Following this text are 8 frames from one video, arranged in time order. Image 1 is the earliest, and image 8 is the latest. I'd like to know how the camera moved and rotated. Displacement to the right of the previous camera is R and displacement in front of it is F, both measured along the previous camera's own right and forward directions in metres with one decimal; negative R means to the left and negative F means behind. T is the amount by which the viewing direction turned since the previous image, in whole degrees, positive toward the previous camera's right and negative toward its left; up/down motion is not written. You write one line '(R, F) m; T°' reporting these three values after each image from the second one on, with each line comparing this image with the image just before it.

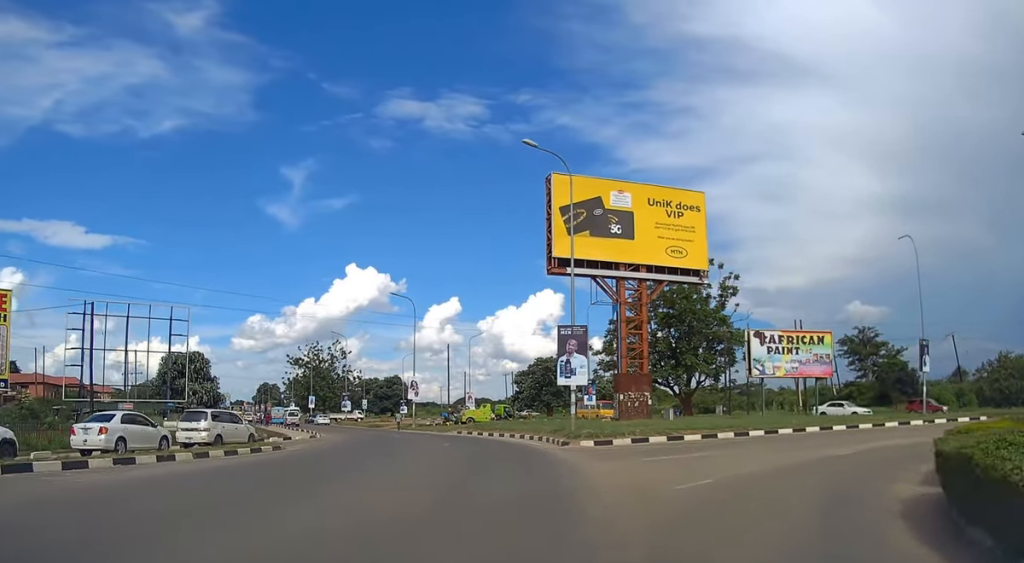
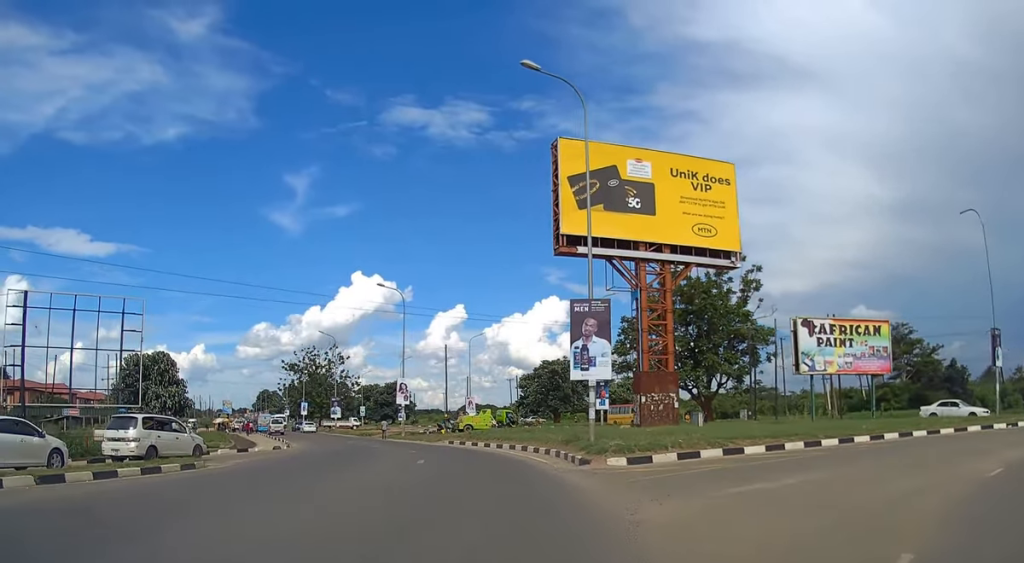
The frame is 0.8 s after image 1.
(+0.4, +7.4) m; +5°
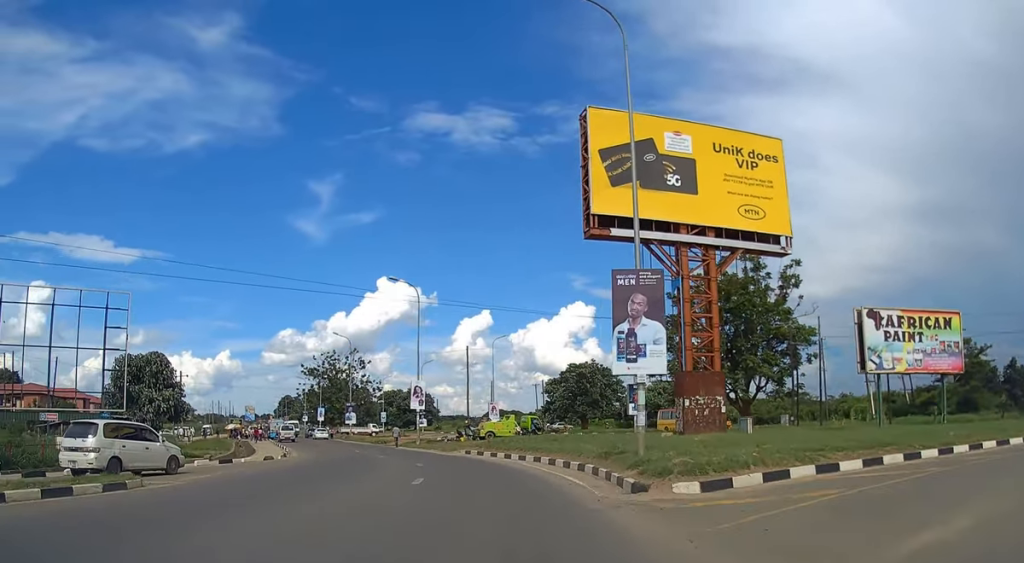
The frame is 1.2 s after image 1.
(+0.2, +5.0) m; +2°
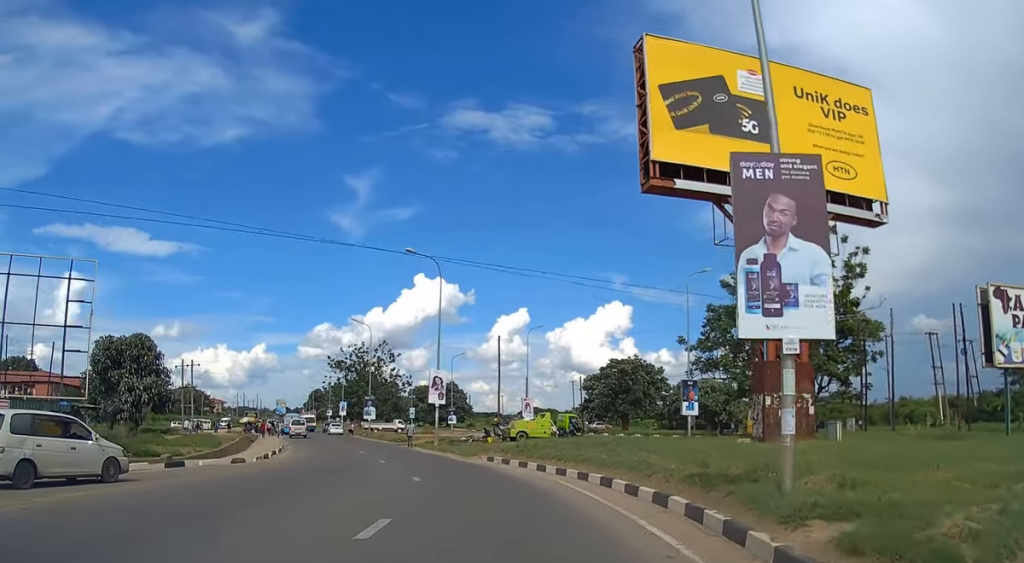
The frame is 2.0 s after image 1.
(0.0, +7.8) m; -1°
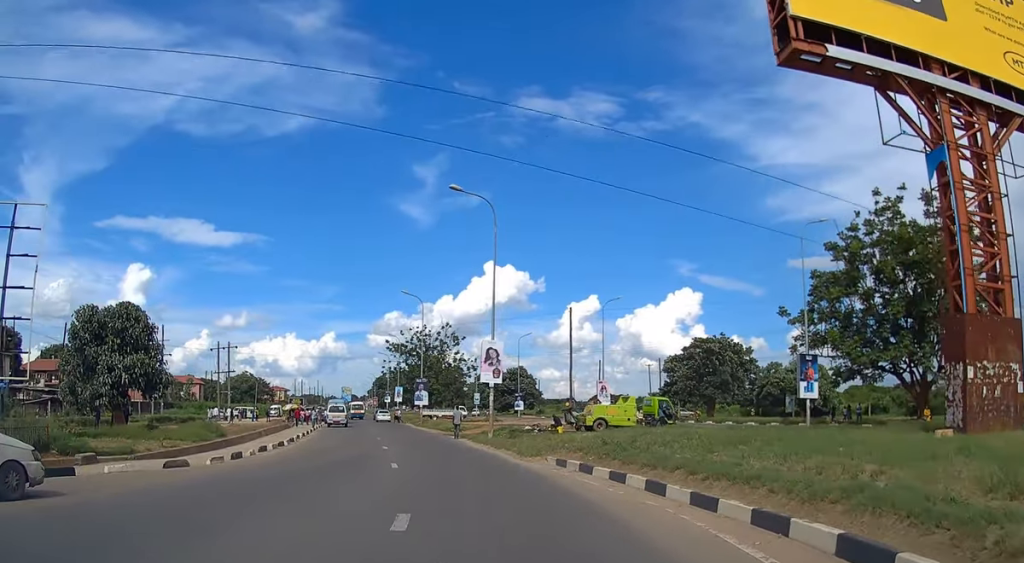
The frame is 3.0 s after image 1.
(-0.2, +10.4) m; -4°
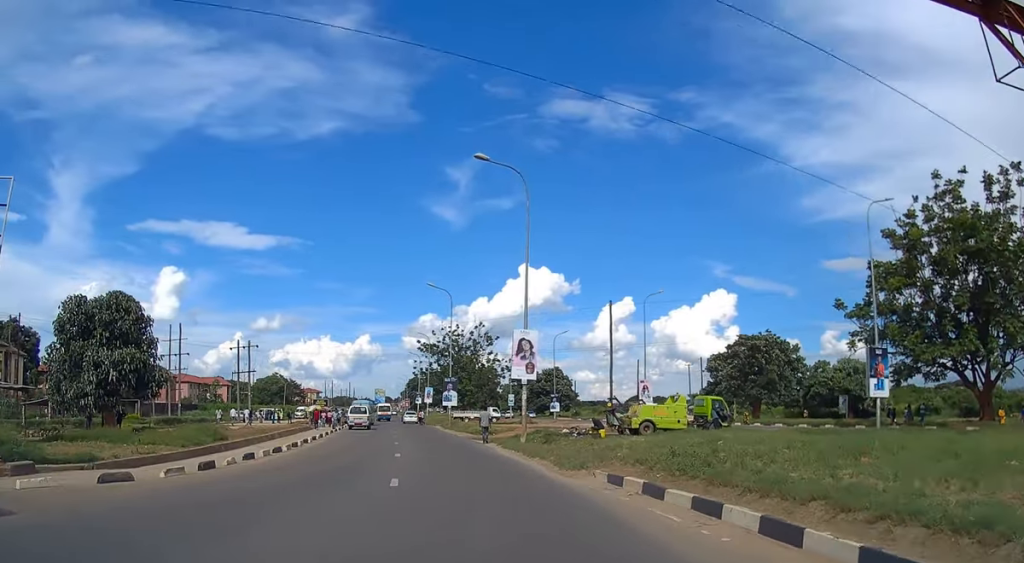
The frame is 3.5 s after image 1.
(0.0, +4.6) m; -2°
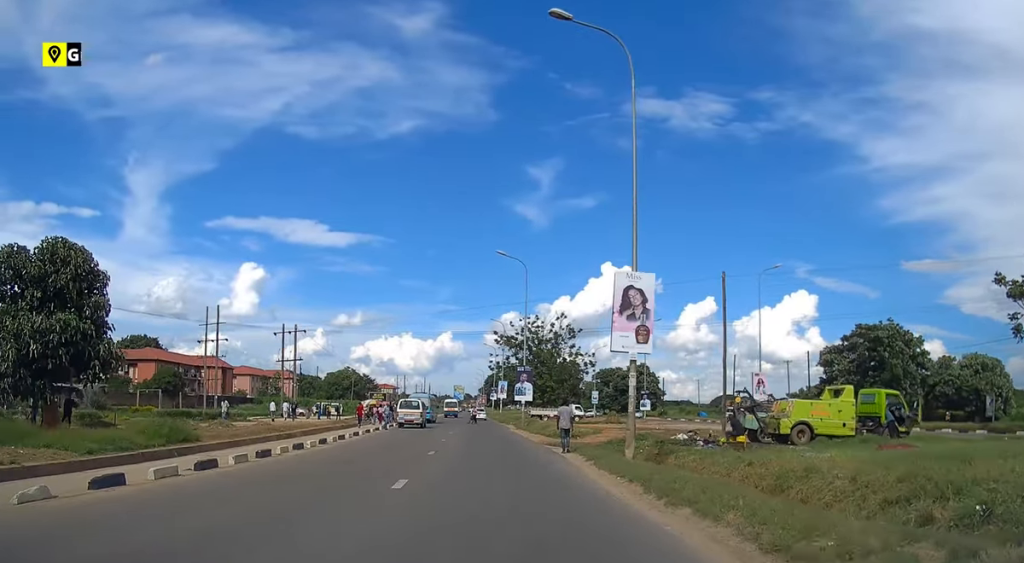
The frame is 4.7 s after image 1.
(-0.9, +11.4) m; -7°
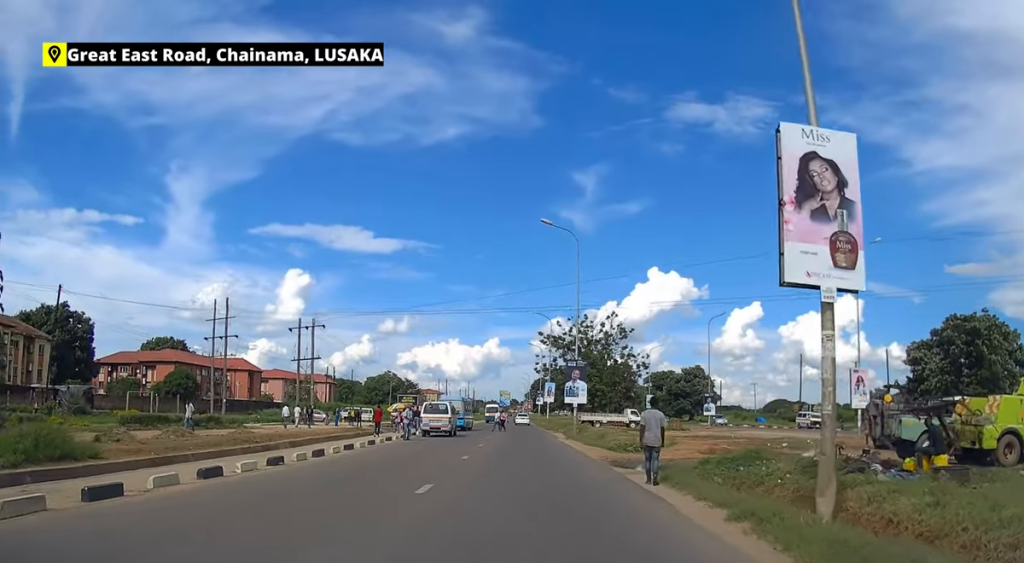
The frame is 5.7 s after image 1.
(-0.5, +9.4) m; -5°
